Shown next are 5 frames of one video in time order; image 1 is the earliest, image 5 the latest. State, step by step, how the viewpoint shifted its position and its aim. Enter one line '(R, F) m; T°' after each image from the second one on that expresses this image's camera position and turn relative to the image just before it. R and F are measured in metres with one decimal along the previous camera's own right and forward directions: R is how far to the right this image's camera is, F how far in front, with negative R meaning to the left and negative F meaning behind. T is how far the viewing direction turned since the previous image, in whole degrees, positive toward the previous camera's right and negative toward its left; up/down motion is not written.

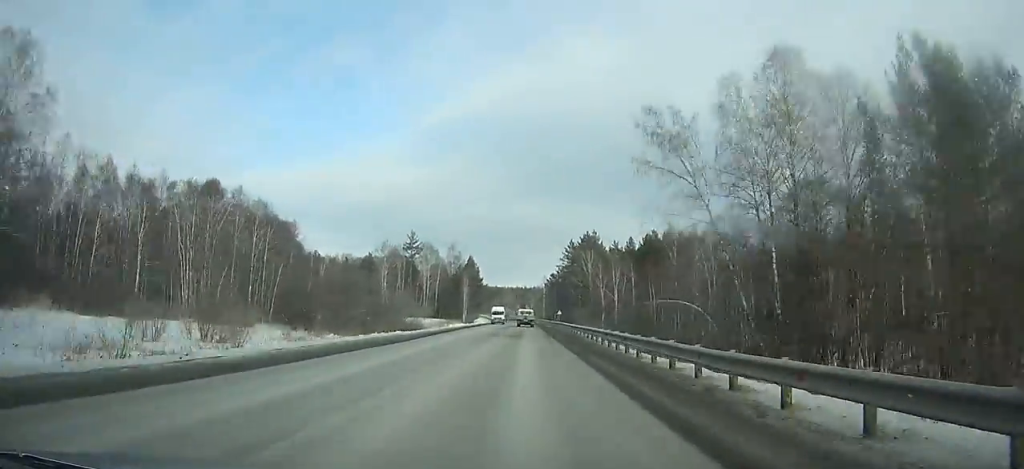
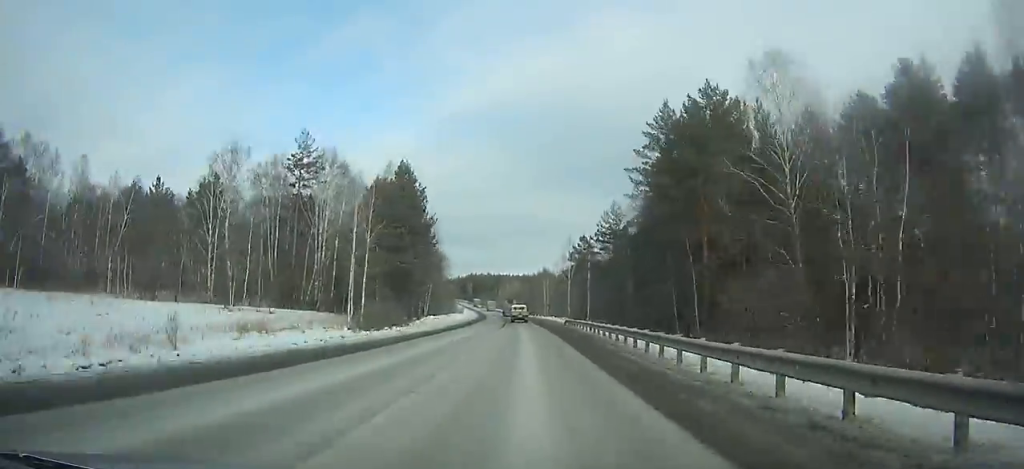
(-0.9, +100.5) m; -2°
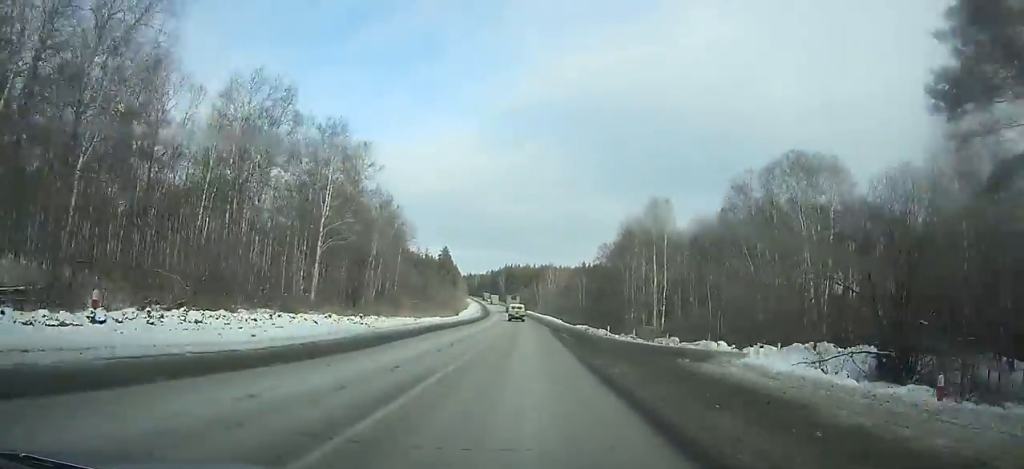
(-3.3, +121.1) m; -3°
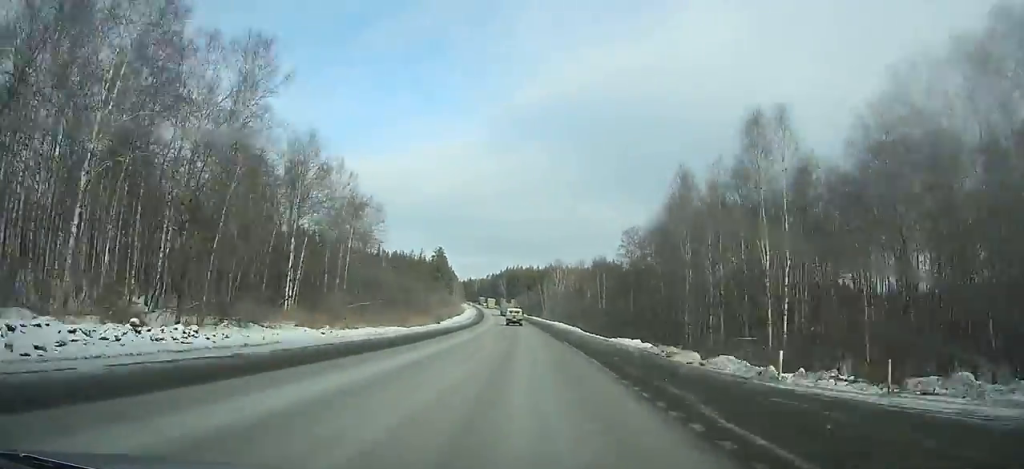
(-0.2, +30.2) m; -1°
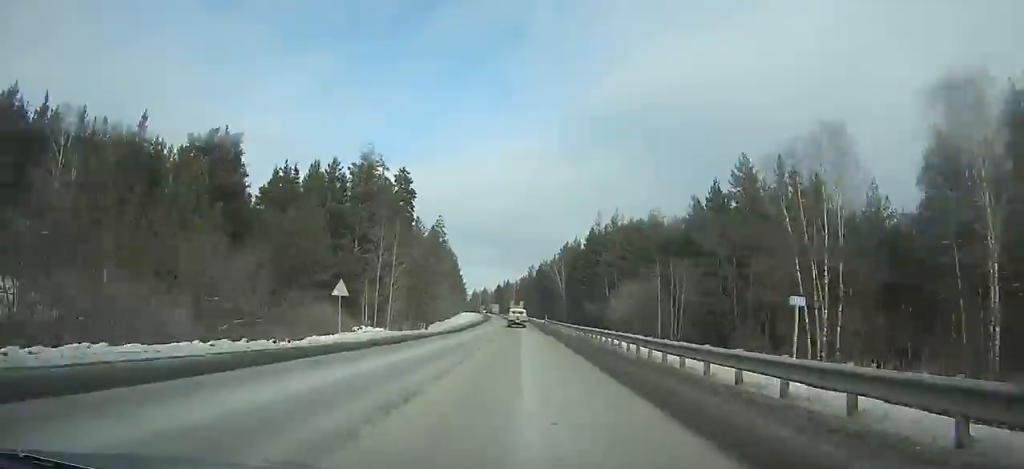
(-7.3, +176.6) m; -5°
